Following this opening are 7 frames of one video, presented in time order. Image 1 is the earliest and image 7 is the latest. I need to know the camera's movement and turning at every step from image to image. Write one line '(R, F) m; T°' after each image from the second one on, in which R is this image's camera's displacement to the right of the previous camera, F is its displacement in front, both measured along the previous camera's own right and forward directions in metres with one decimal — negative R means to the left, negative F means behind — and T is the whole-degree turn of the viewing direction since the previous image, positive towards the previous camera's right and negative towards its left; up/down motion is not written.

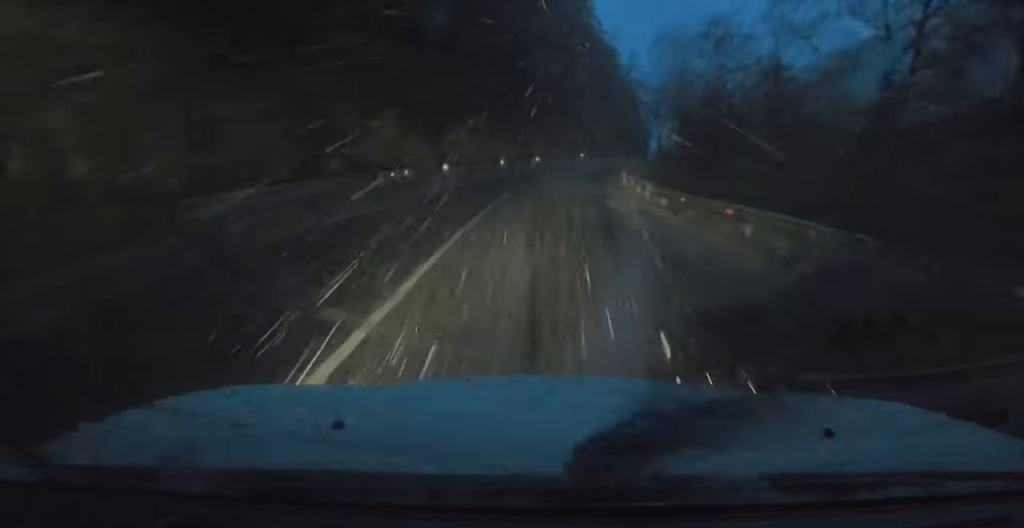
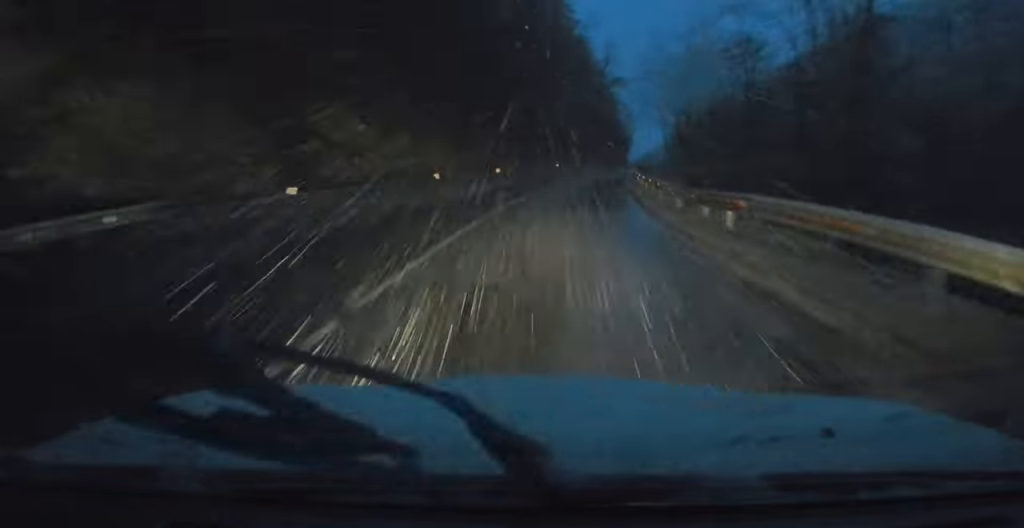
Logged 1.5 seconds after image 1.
(+0.1, +19.6) m; +2°
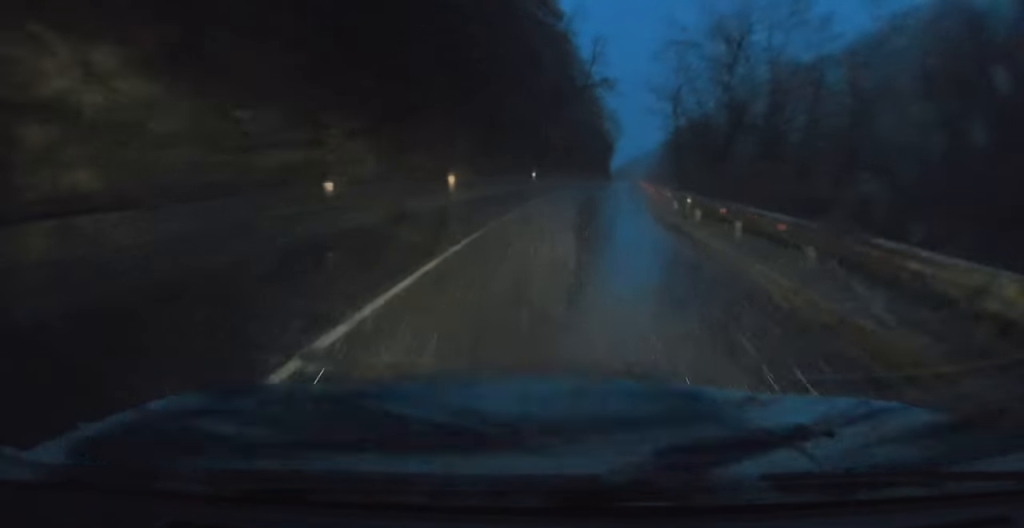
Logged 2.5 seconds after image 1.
(+0.3, +12.7) m; +3°
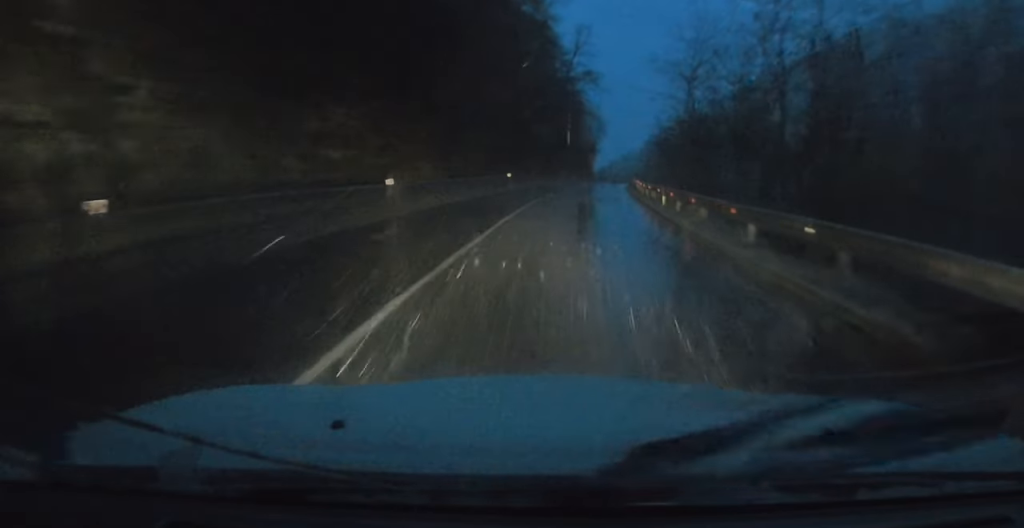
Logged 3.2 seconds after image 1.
(+0.2, +8.8) m; +3°
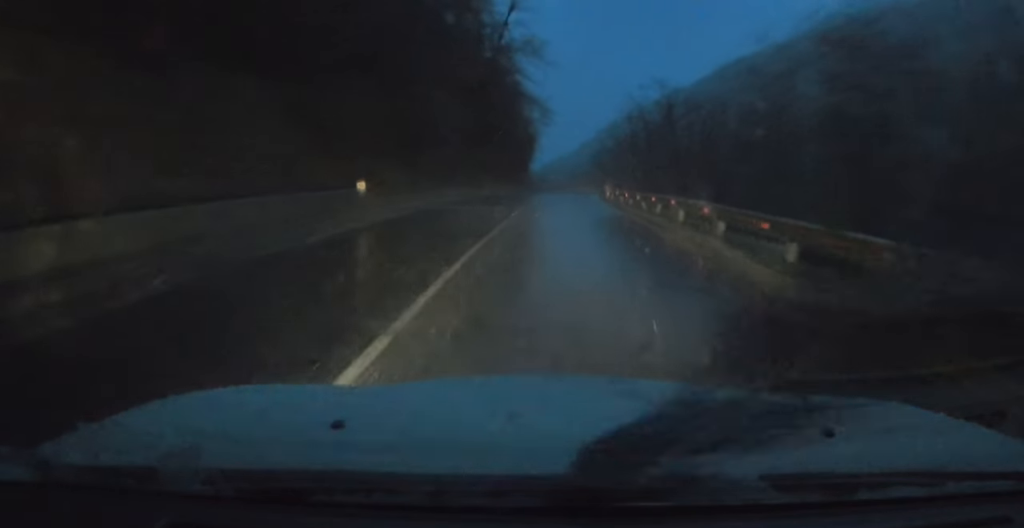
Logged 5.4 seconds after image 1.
(+1.6, +26.5) m; +6°
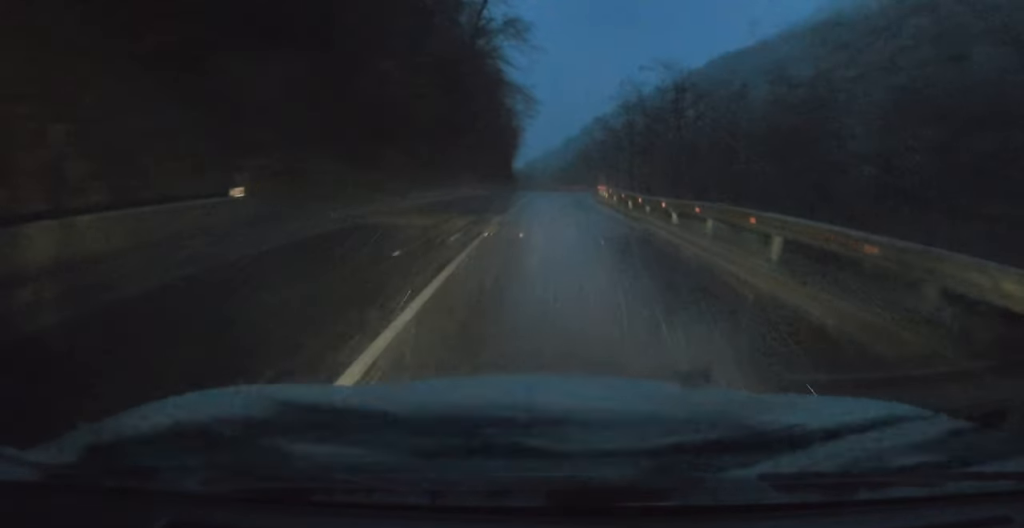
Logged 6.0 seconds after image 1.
(+0.1, +7.7) m; 0°
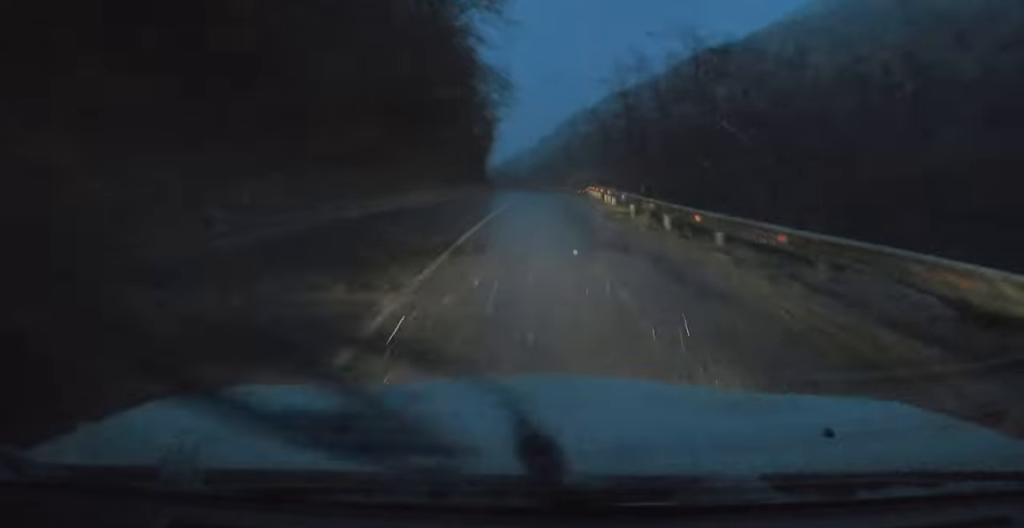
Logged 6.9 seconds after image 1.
(0.0, +10.1) m; 0°
